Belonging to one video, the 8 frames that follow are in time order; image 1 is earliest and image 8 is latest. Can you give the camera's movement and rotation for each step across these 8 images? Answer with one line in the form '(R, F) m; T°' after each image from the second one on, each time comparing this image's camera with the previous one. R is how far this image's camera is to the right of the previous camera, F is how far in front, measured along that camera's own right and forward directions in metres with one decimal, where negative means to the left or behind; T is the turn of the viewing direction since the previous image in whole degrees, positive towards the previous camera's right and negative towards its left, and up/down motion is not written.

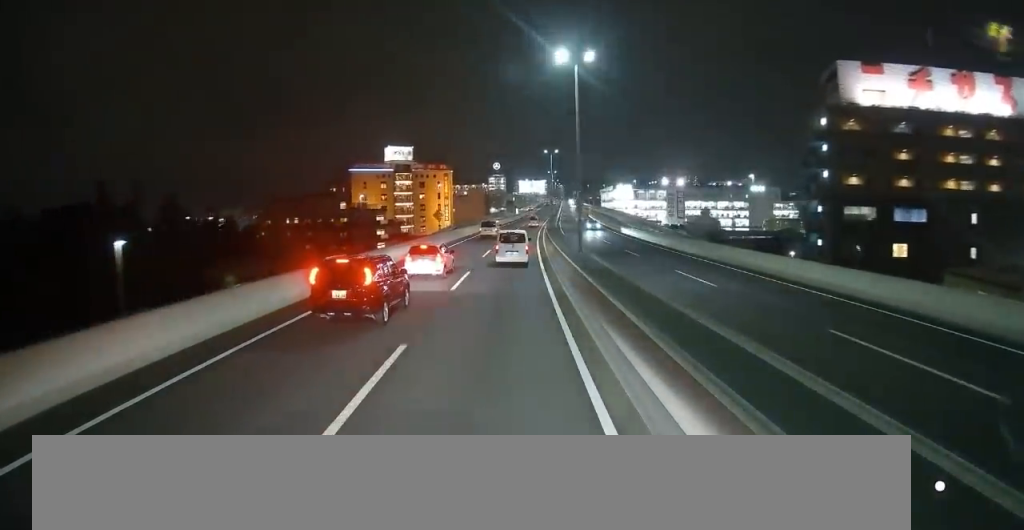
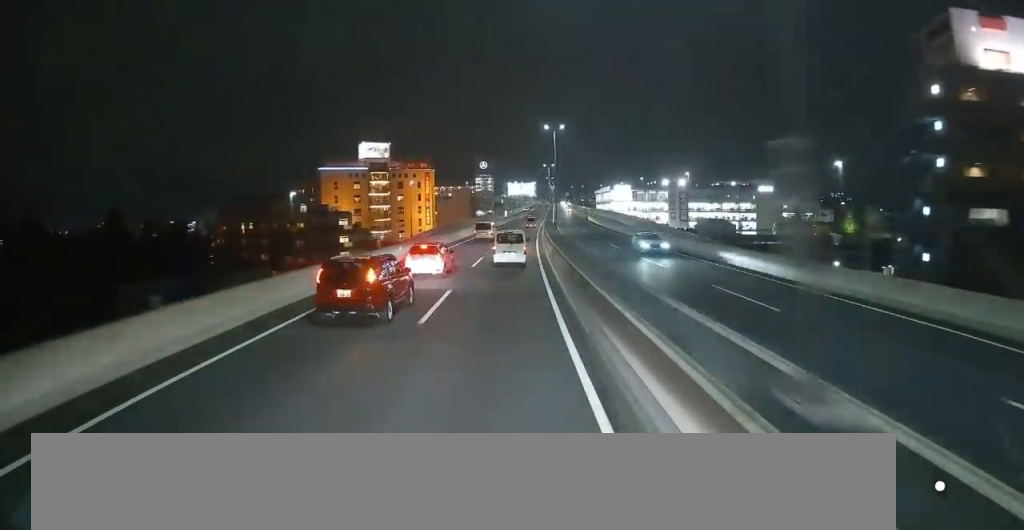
(+0.4, +21.6) m; +2°
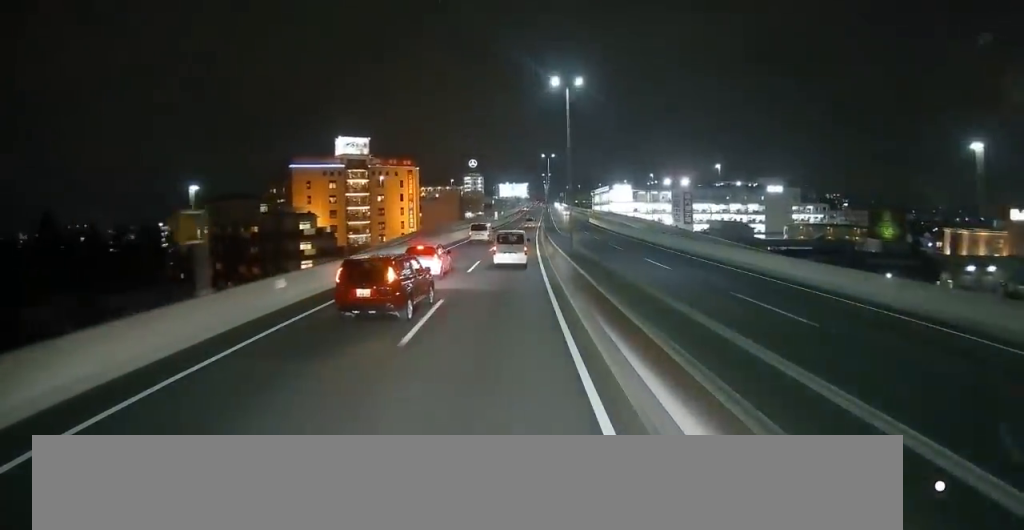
(+0.3, +17.5) m; +1°
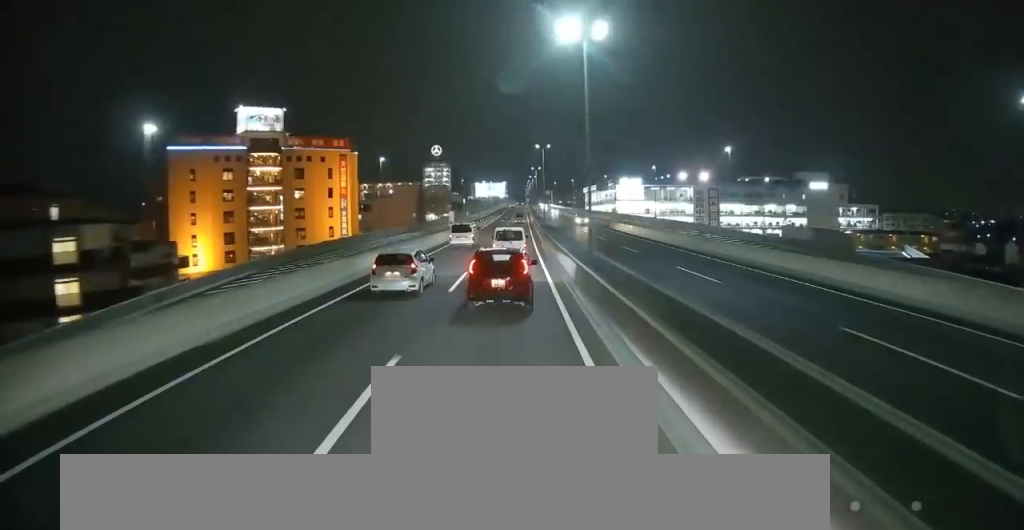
(+1.2, +51.8) m; +3°
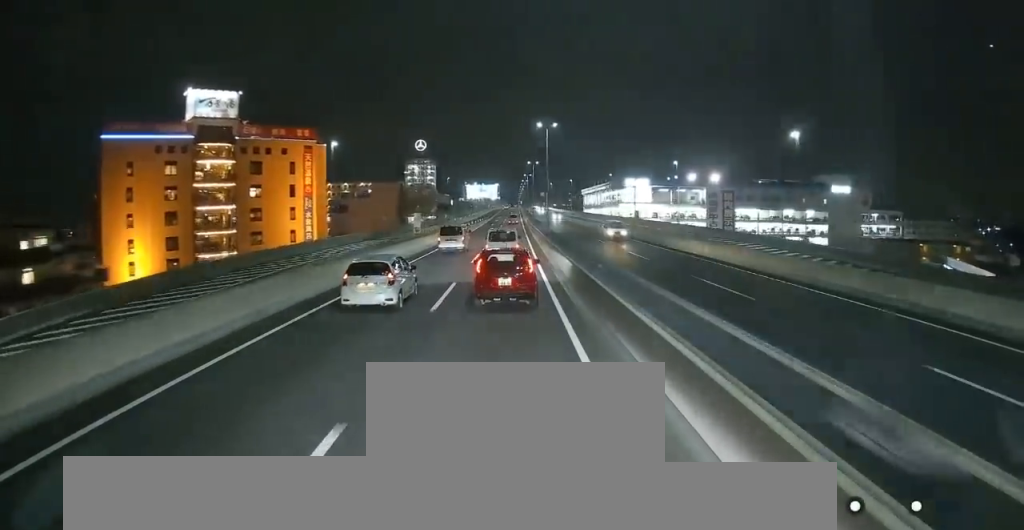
(+0.1, +18.4) m; +1°
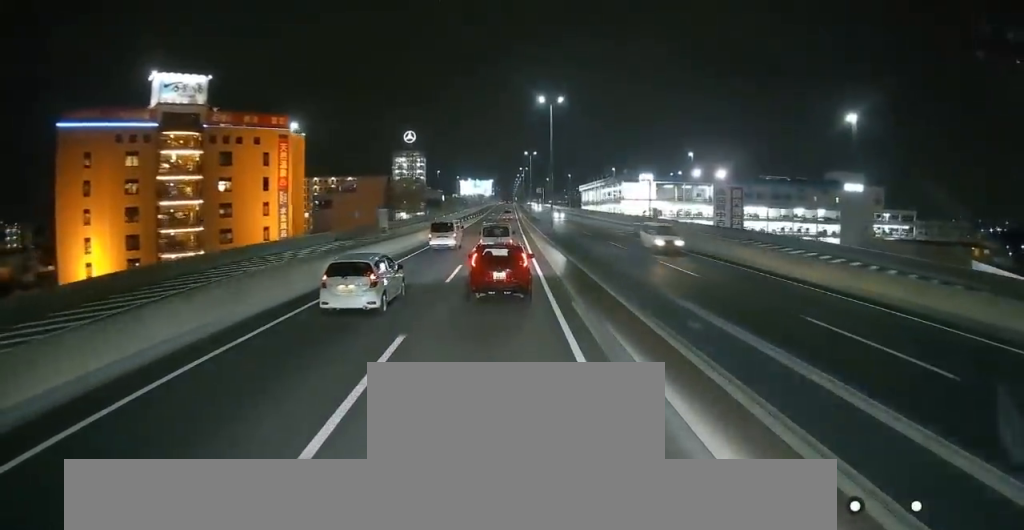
(+0.1, +9.8) m; 0°
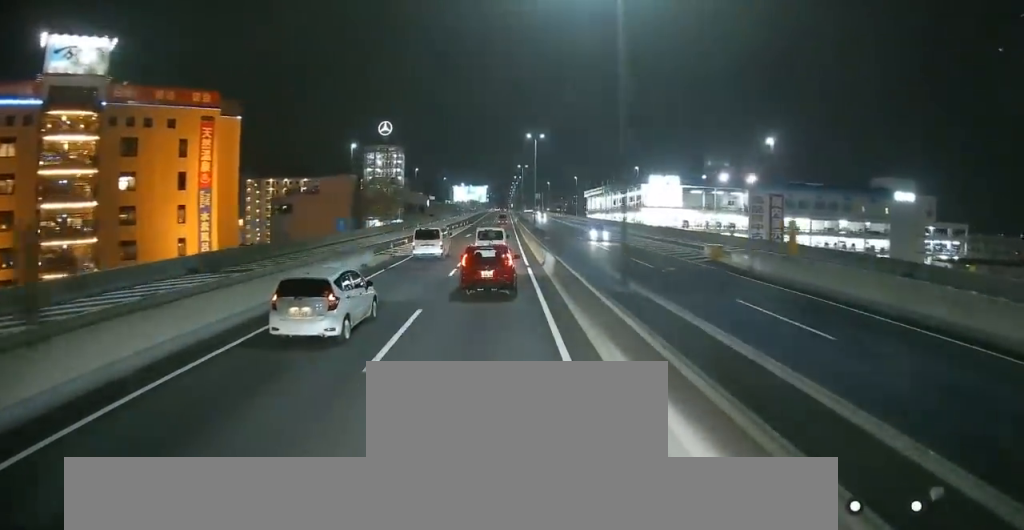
(0.0, +26.1) m; 0°
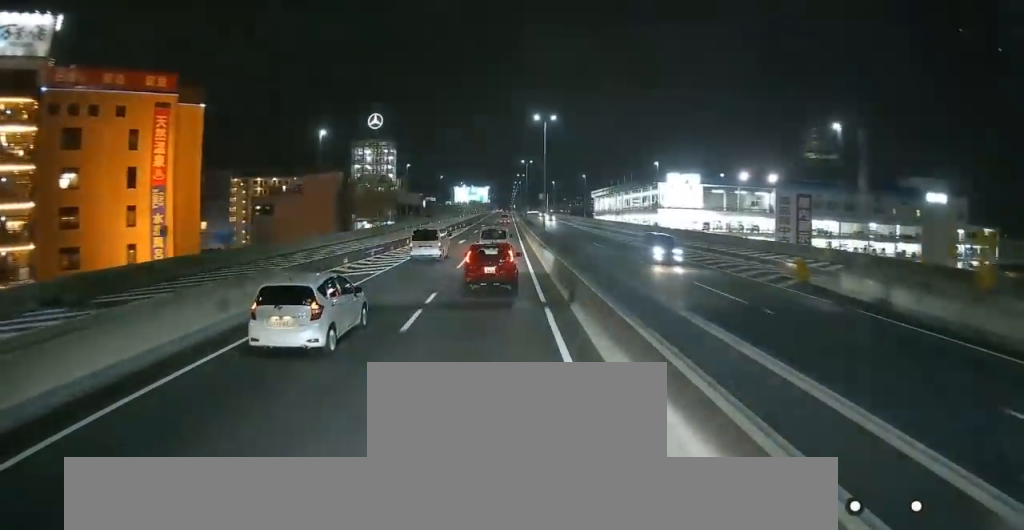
(0.0, +11.7) m; 0°
